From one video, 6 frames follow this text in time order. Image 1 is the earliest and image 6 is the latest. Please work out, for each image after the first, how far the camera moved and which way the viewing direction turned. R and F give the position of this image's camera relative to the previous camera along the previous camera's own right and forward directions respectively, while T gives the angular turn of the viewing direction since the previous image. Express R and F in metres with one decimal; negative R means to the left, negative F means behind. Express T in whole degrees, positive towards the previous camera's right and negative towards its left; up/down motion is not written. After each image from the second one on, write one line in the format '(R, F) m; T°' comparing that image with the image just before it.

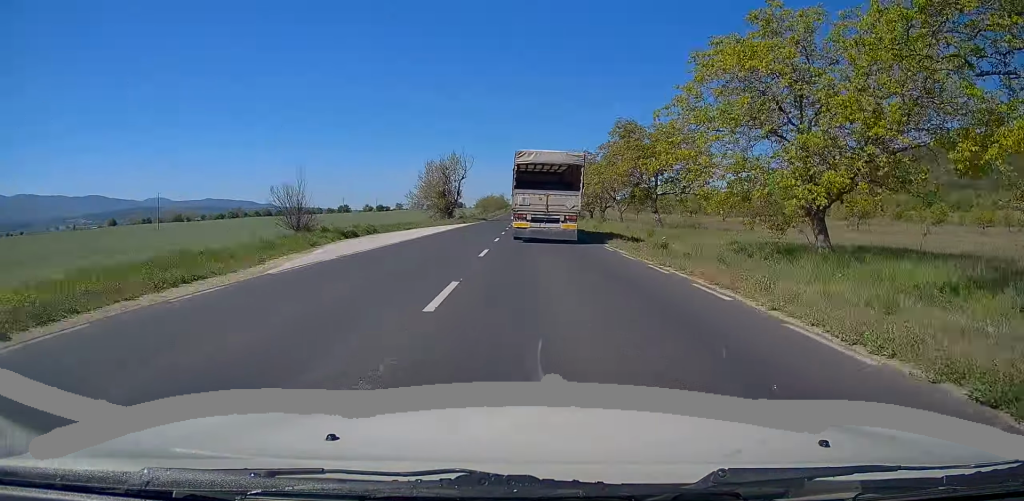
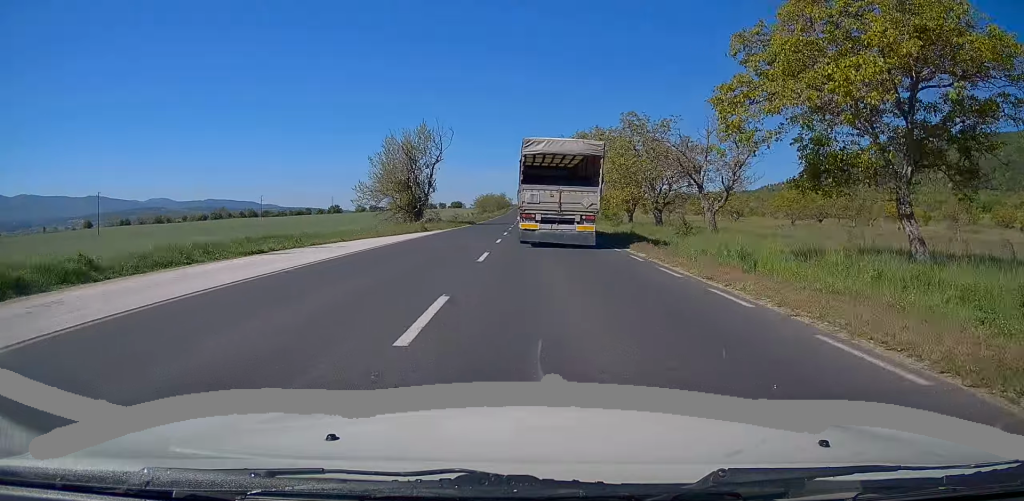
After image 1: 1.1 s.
(-0.1, +28.1) m; 0°
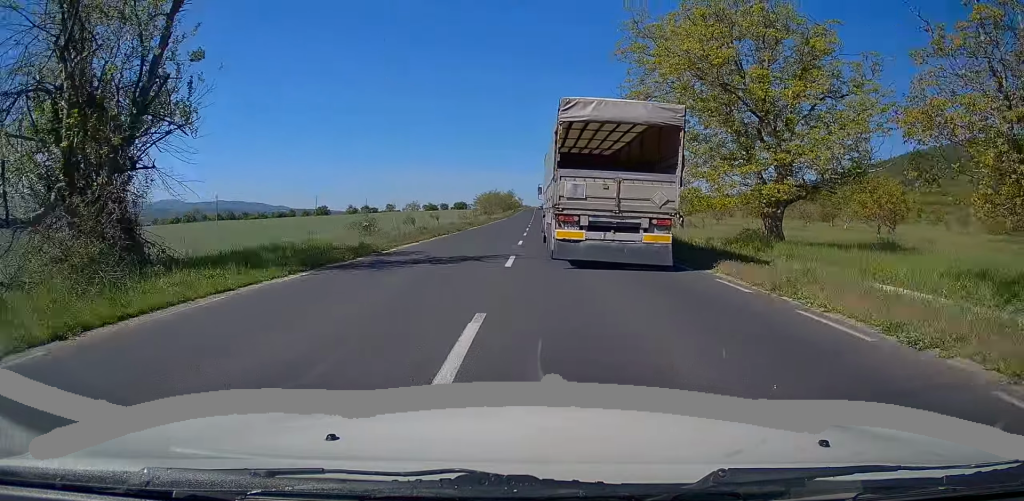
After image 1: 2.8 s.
(-0.1, +45.2) m; -1°
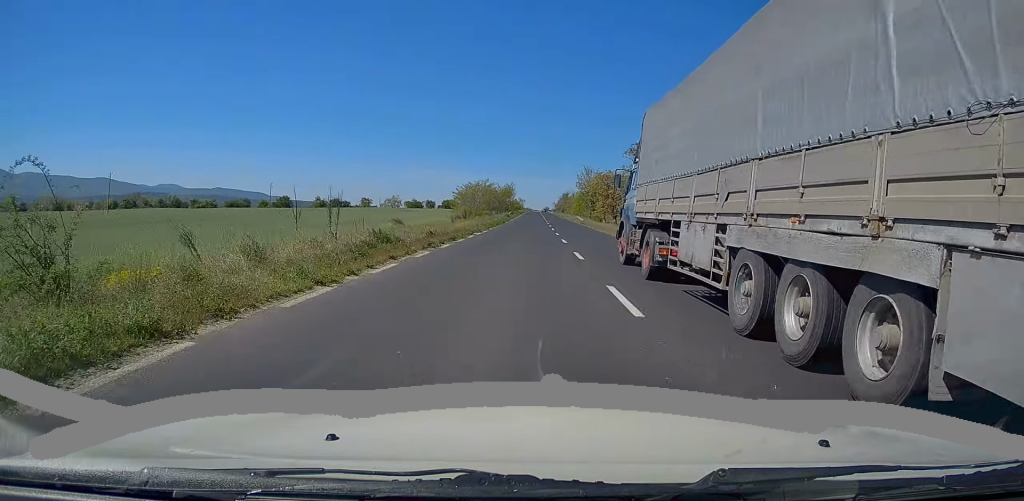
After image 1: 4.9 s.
(-0.9, +58.8) m; -1°
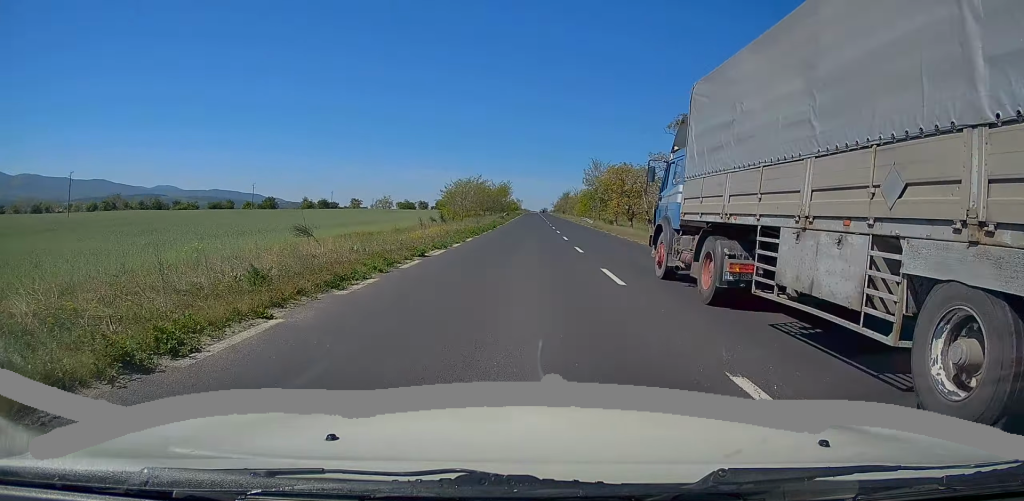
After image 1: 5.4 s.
(0.0, +14.4) m; 0°
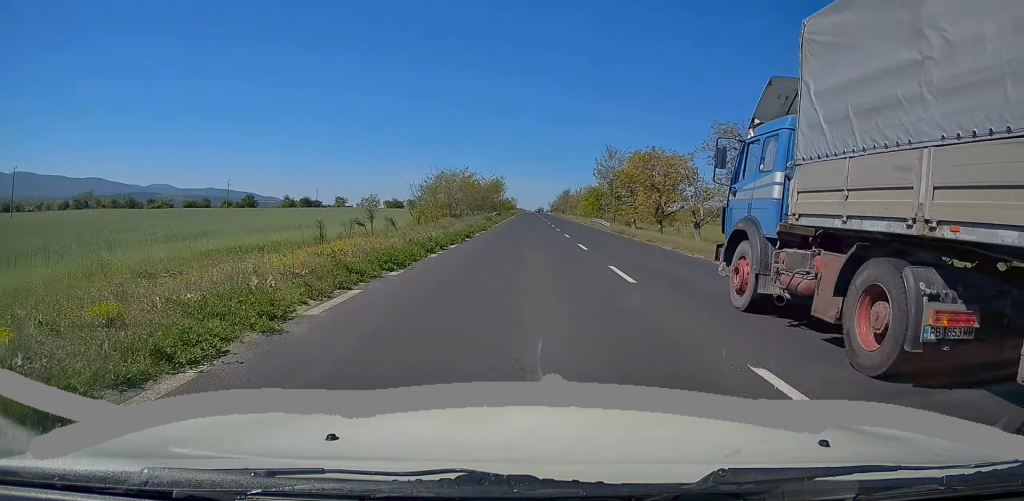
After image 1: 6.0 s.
(+0.1, +17.6) m; 0°
